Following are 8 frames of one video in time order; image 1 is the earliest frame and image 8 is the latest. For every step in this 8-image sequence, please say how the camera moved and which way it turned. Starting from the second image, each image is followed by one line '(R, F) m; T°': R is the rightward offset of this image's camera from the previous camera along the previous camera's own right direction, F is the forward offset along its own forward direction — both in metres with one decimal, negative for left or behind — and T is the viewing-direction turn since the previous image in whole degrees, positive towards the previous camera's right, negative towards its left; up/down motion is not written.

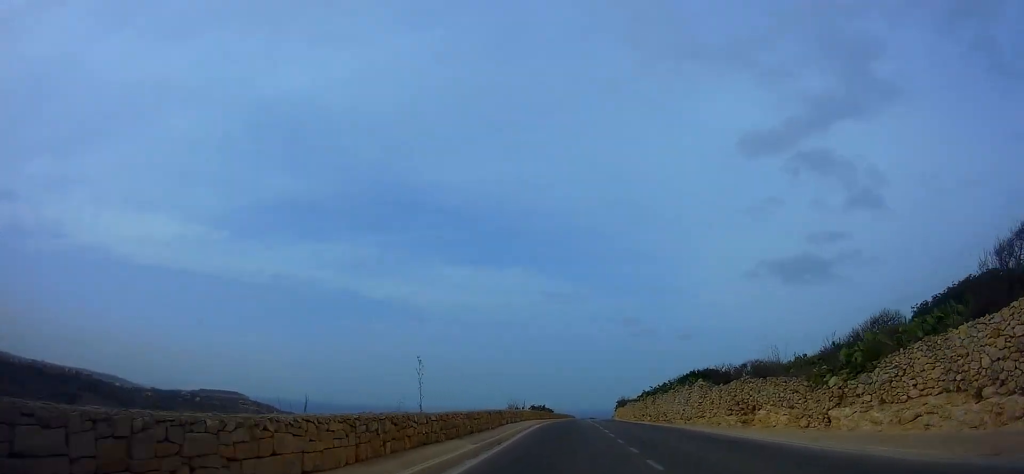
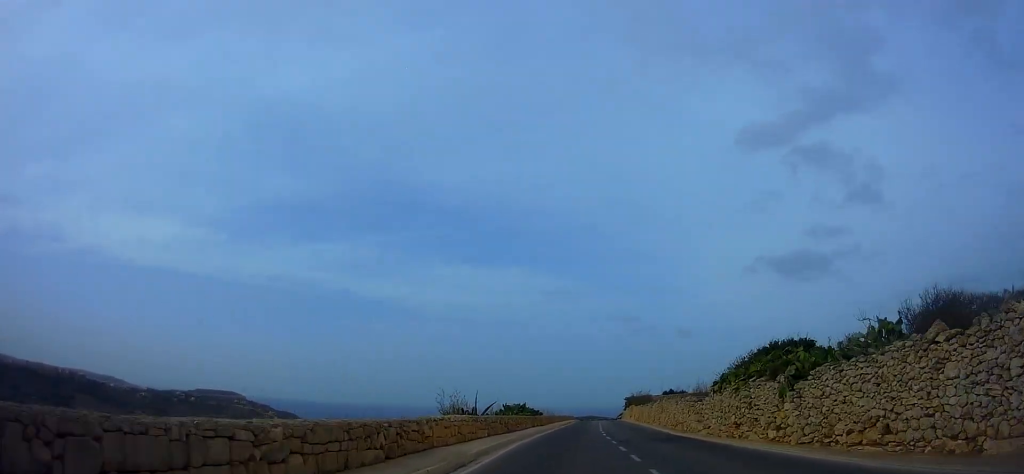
(-0.6, +23.8) m; +1°
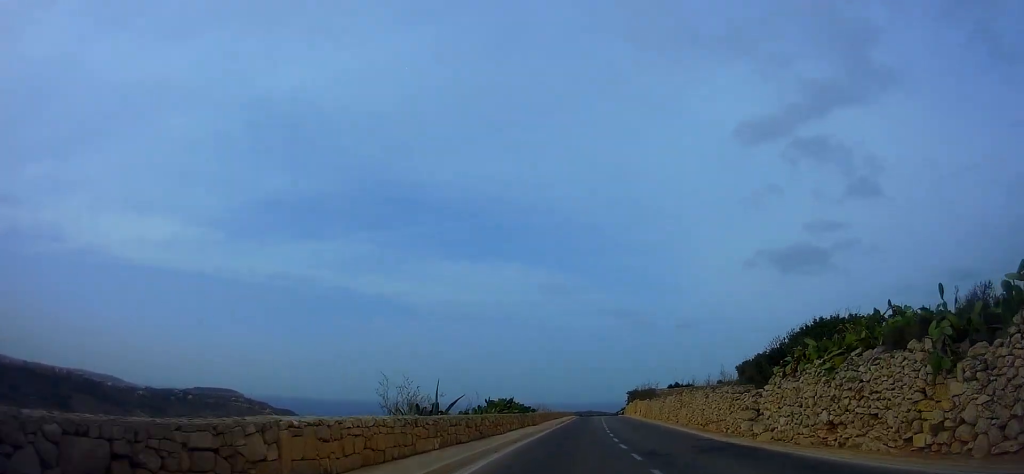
(+0.2, +7.0) m; 0°
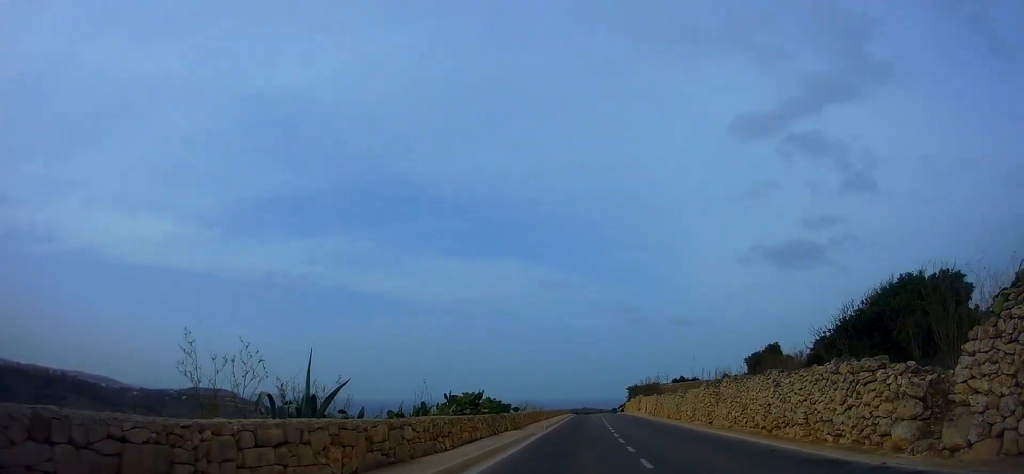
(+0.4, +8.7) m; 0°
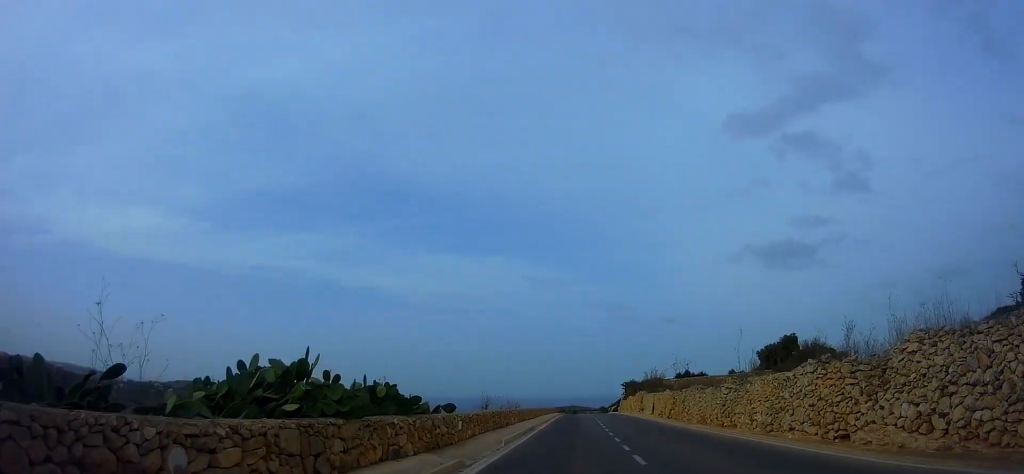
(-0.4, +12.9) m; 0°
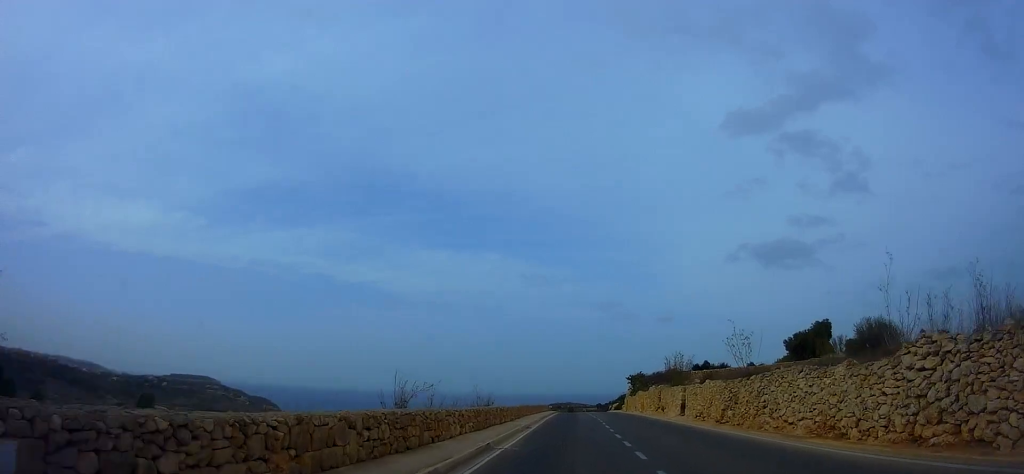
(0.0, +13.0) m; +1°
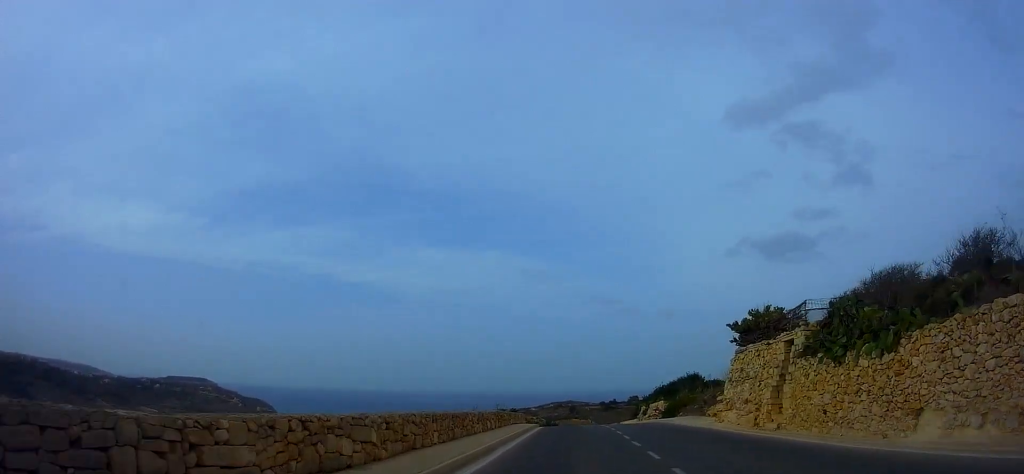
(-0.1, +46.9) m; 0°
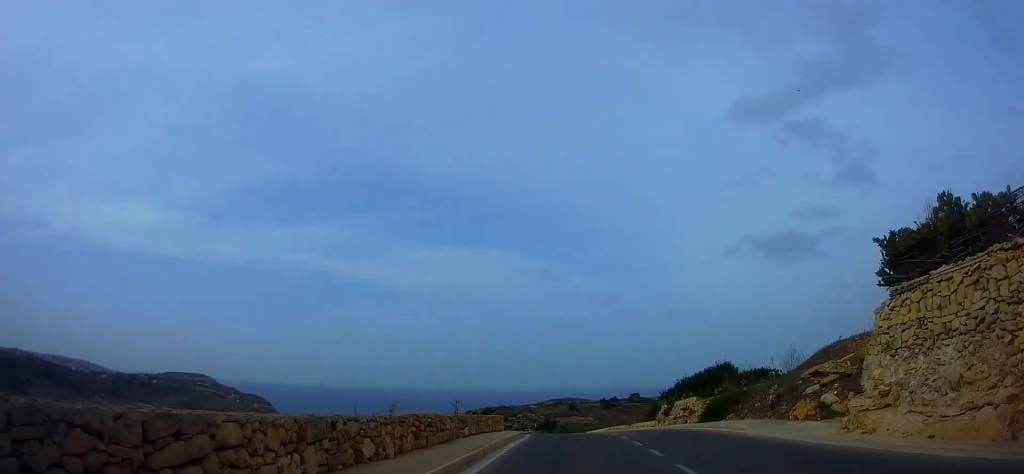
(+0.4, +12.9) m; +2°
